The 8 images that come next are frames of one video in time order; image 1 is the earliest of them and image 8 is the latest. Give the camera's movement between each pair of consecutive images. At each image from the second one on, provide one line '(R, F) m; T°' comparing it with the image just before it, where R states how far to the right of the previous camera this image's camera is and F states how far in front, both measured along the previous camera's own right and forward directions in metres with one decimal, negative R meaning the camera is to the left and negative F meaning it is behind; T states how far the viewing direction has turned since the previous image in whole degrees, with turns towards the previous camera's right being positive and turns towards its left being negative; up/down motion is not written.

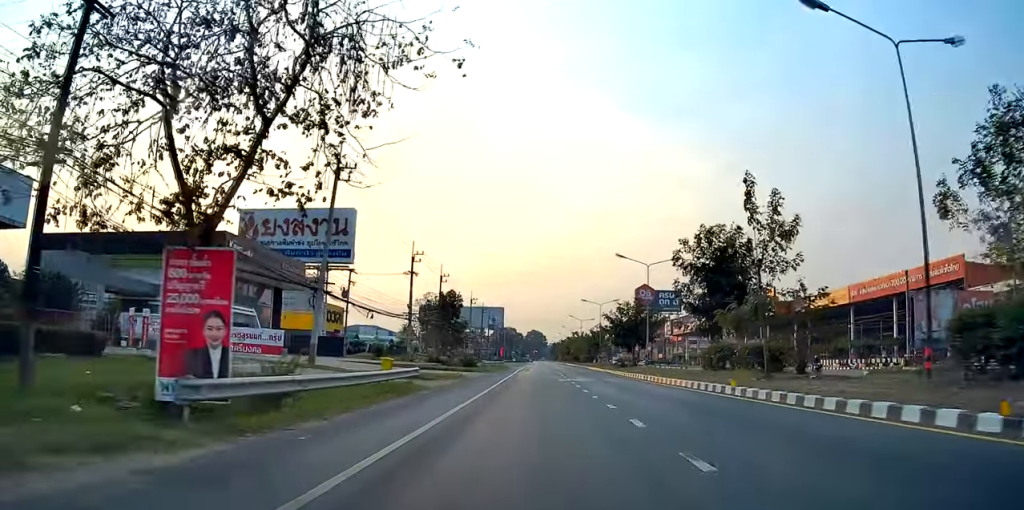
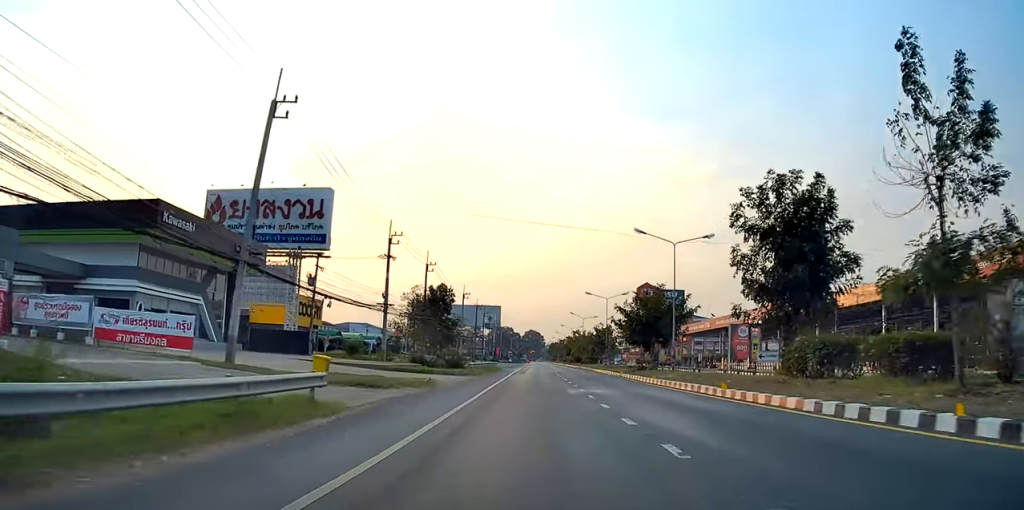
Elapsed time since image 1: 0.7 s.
(0.0, +11.3) m; -1°
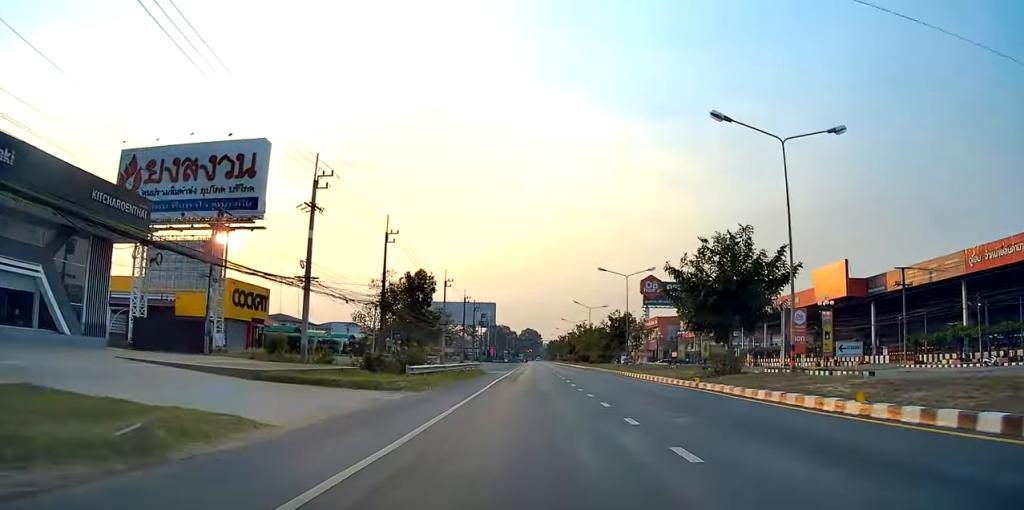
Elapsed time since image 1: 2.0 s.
(-0.4, +21.3) m; -1°
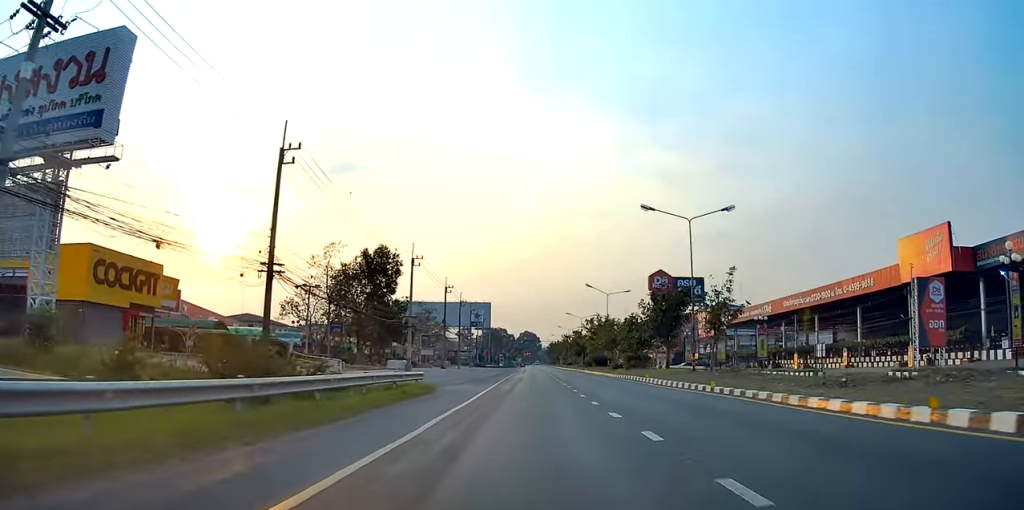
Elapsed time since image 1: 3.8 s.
(0.0, +27.4) m; 0°
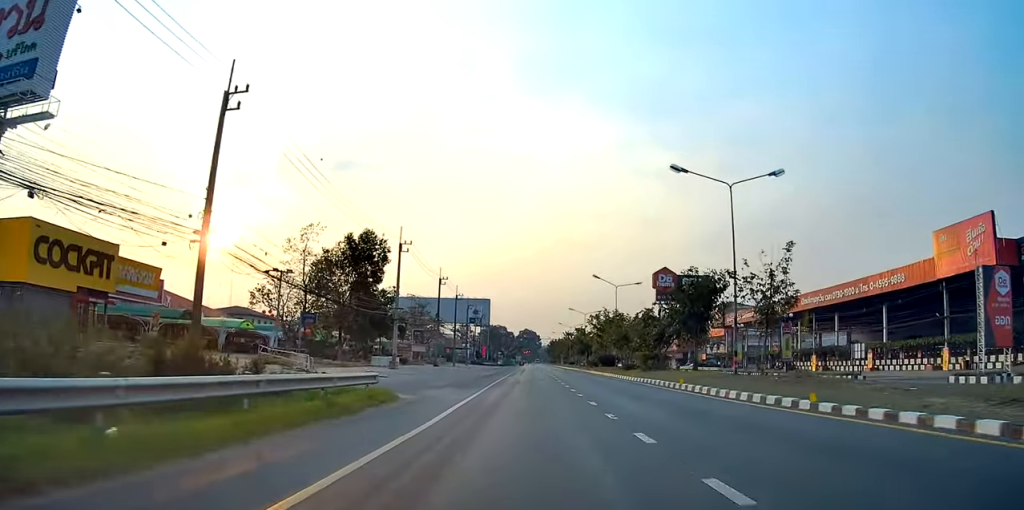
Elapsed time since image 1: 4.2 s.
(+0.1, +7.7) m; -1°
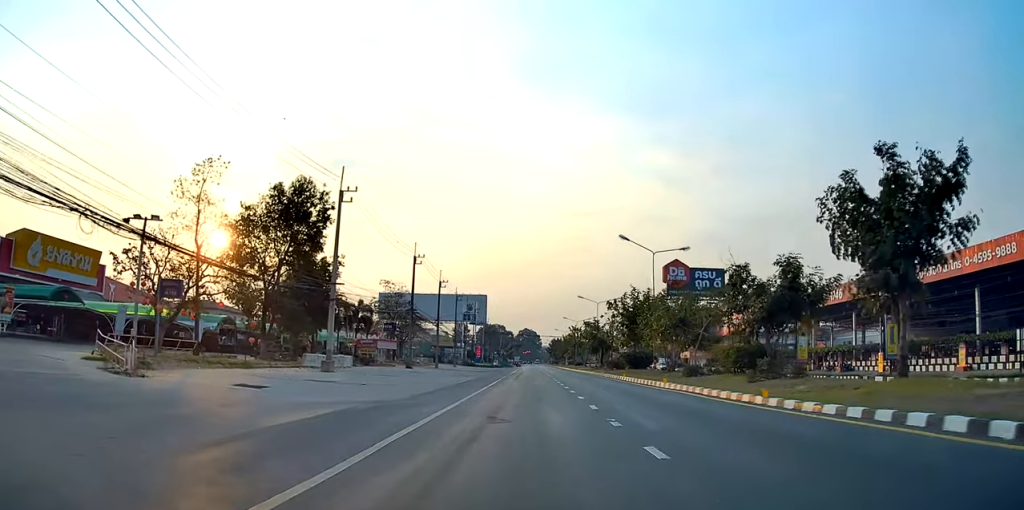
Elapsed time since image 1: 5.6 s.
(-0.7, +22.1) m; -1°
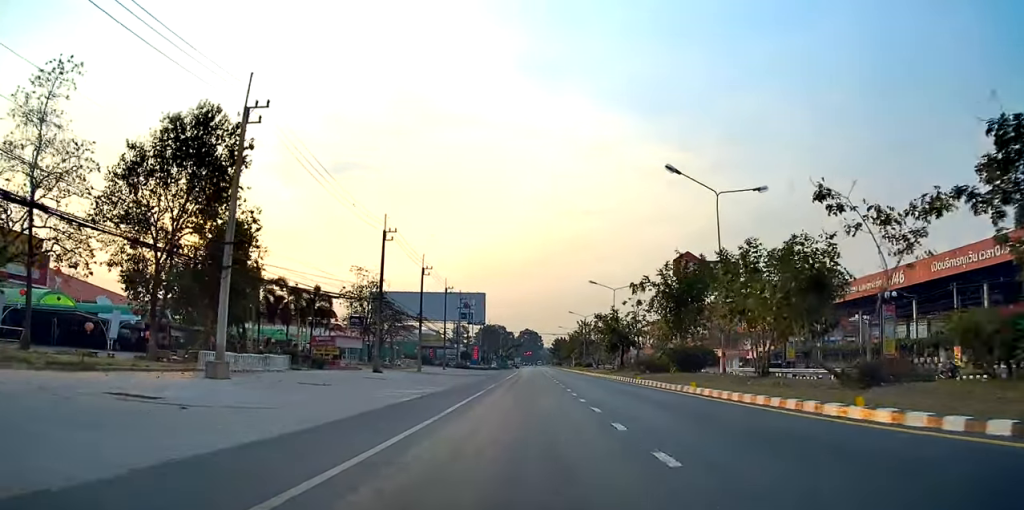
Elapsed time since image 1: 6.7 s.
(+0.7, +17.2) m; +2°
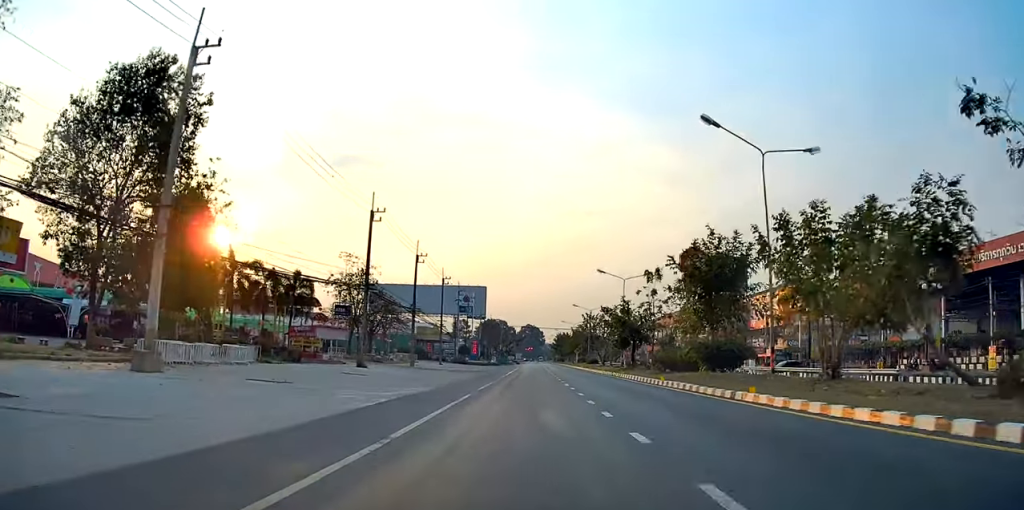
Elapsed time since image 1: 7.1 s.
(0.0, +6.2) m; 0°
